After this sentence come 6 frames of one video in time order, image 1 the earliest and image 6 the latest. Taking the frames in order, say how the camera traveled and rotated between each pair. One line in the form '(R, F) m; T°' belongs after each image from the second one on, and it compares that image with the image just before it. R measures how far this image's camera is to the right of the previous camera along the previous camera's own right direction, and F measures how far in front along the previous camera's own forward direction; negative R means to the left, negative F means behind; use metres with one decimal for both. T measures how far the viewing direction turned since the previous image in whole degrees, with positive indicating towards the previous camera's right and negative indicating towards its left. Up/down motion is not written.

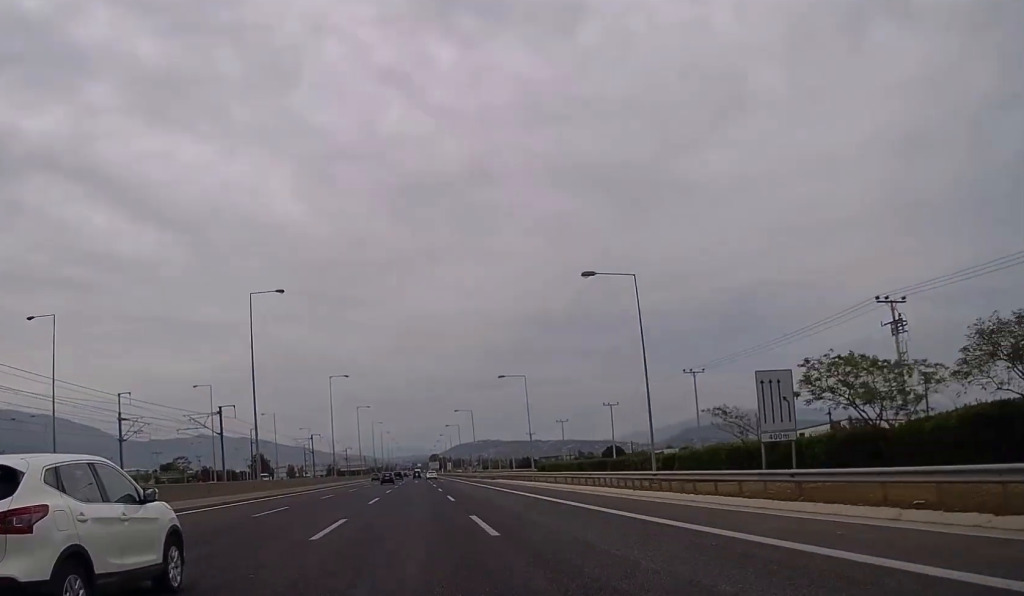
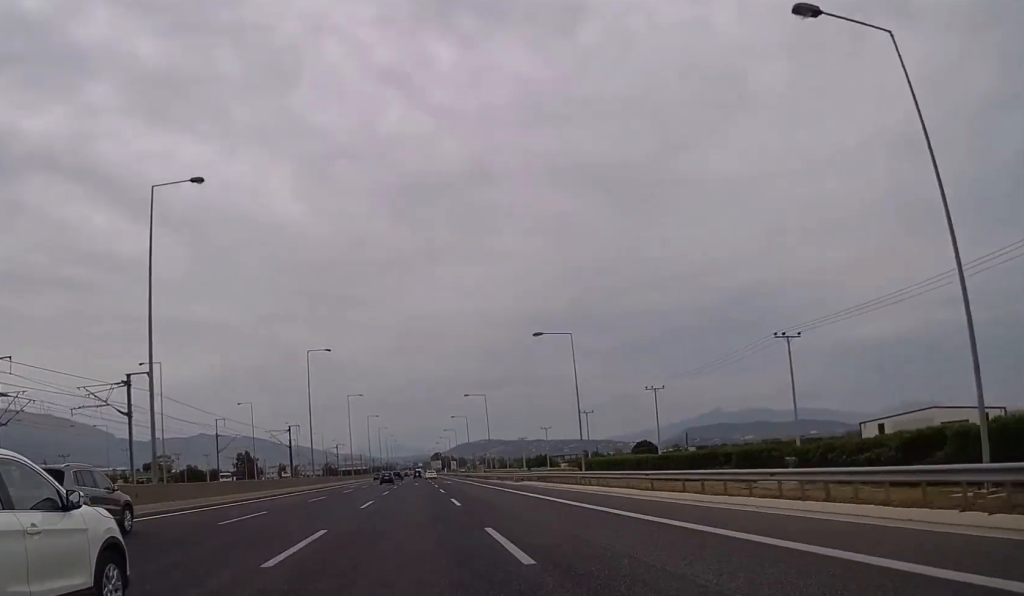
(0.0, +23.2) m; 0°
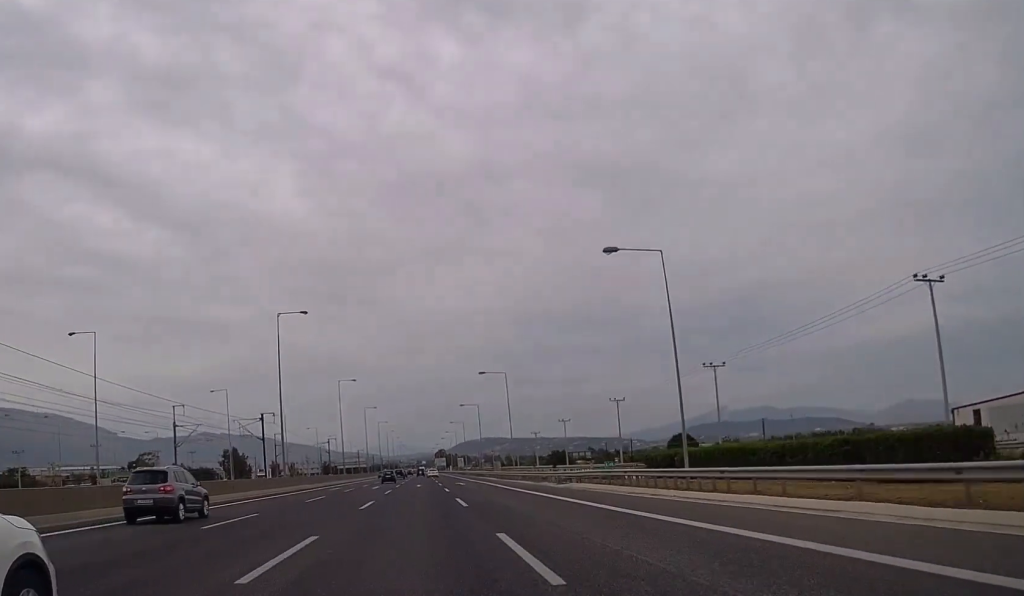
(0.0, +20.2) m; 0°
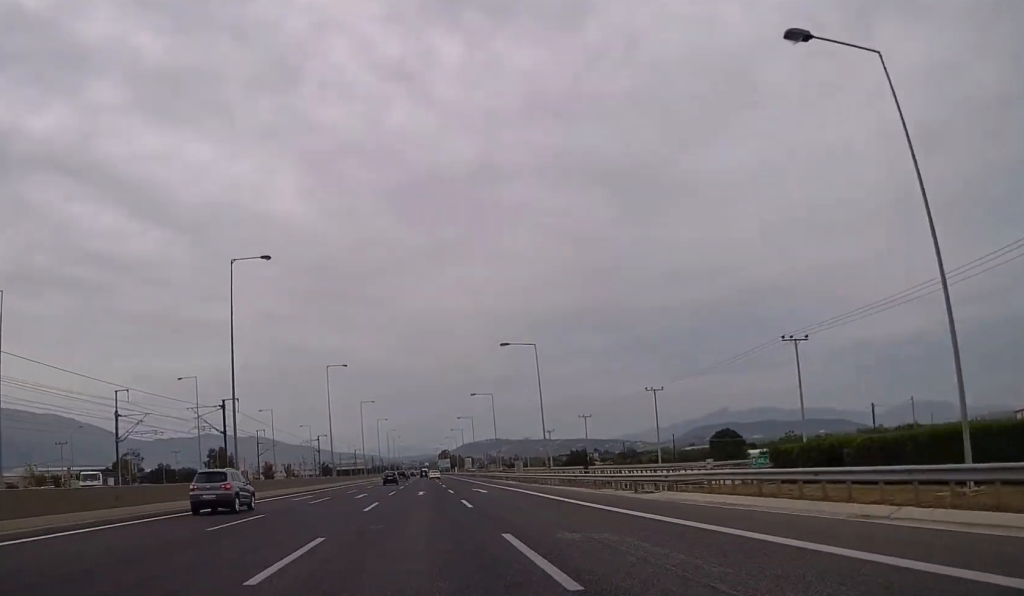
(-0.1, +18.1) m; 0°
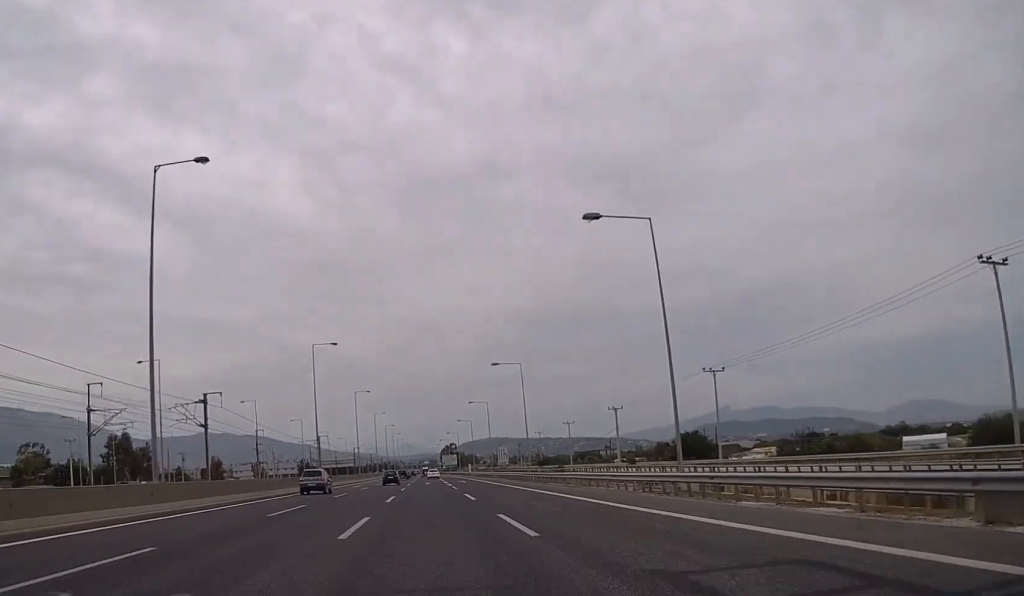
(-0.2, +66.3) m; 0°
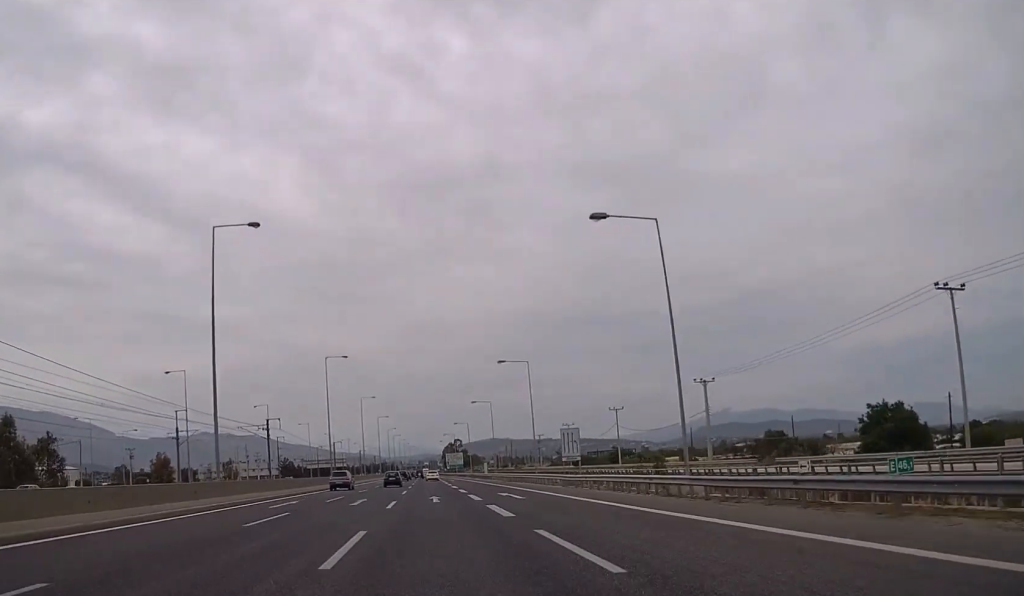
(+0.2, +40.7) m; 0°
